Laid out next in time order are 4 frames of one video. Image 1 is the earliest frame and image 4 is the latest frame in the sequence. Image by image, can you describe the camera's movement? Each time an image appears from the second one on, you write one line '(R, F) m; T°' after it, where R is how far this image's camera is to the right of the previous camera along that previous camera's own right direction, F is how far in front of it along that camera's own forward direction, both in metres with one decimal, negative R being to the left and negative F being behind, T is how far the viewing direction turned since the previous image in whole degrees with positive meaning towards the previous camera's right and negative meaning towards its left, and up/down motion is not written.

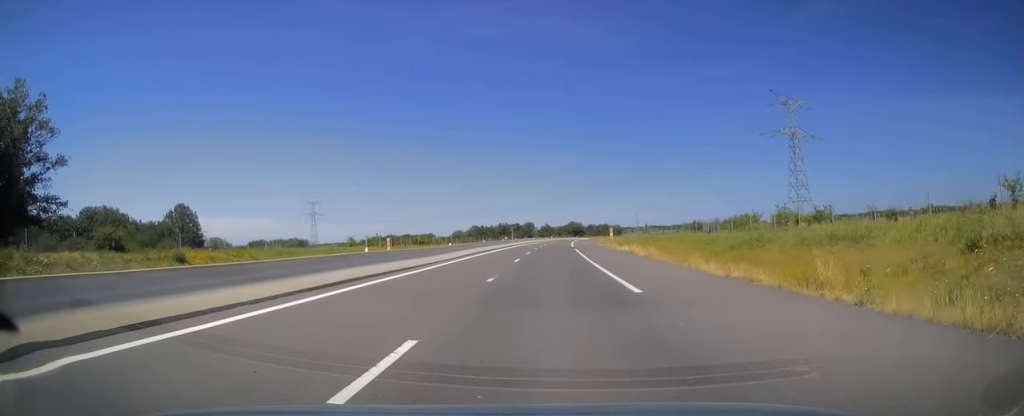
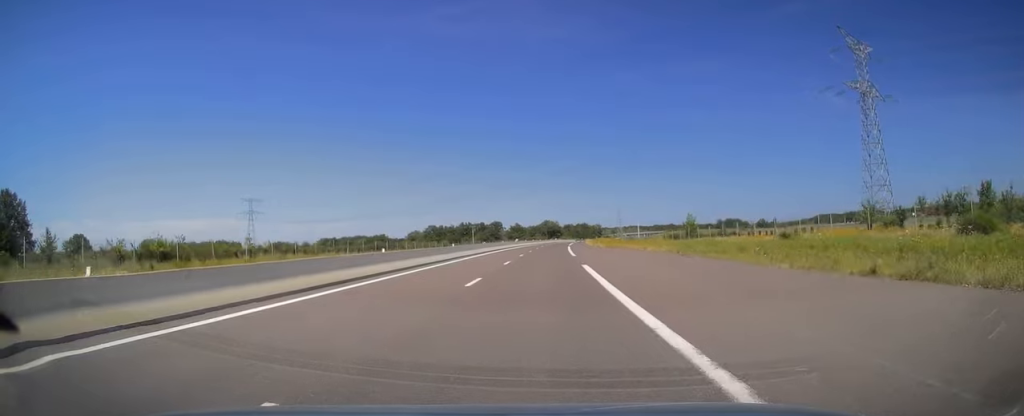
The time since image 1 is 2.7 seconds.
(+2.1, +80.3) m; +2°
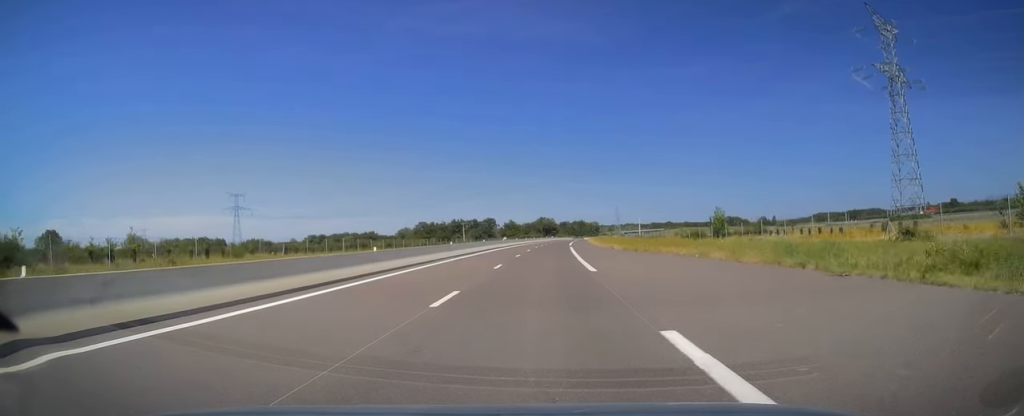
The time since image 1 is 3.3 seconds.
(-0.2, +18.3) m; +1°
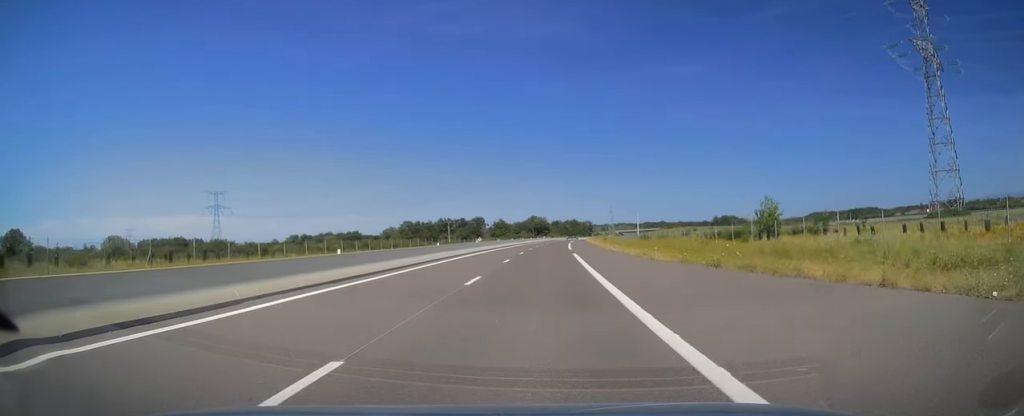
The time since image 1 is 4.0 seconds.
(+0.1, +20.7) m; +1°
